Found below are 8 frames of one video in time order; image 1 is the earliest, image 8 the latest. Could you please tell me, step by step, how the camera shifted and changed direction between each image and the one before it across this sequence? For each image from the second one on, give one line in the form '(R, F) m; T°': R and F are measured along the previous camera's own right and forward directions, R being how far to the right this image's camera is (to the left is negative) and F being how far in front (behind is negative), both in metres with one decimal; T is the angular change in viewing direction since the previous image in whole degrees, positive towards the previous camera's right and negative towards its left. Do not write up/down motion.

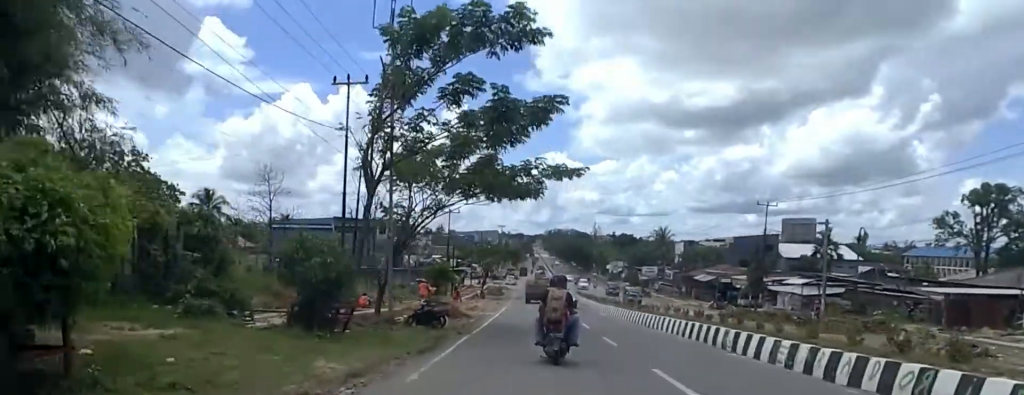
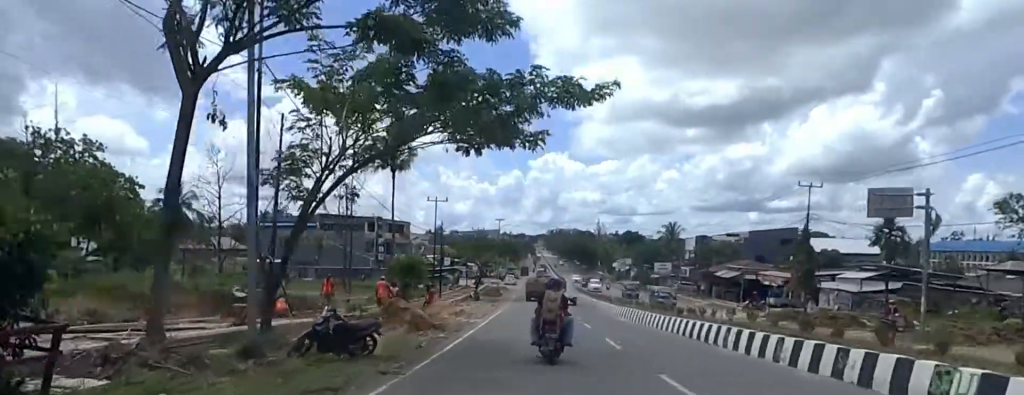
(-0.8, +8.9) m; -5°
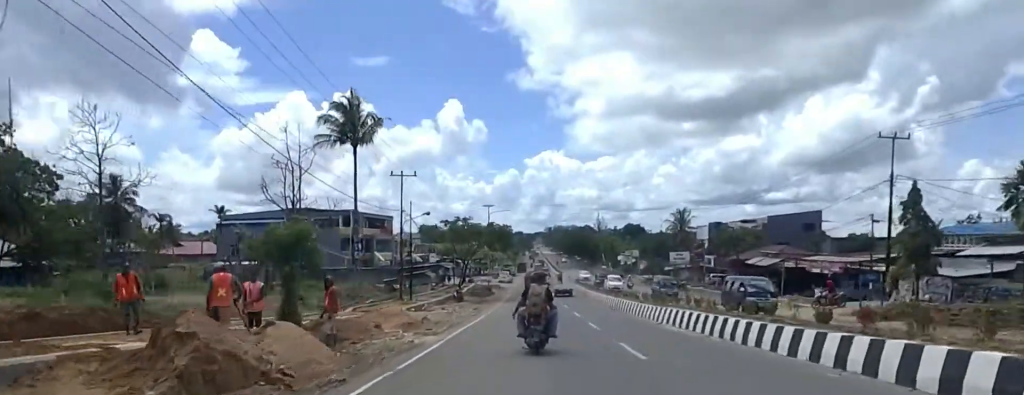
(0.0, +12.0) m; 0°
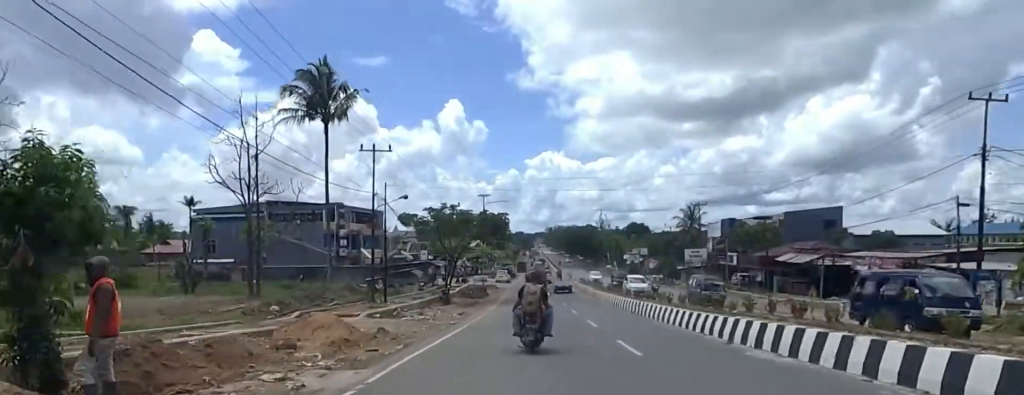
(0.0, +7.2) m; 0°
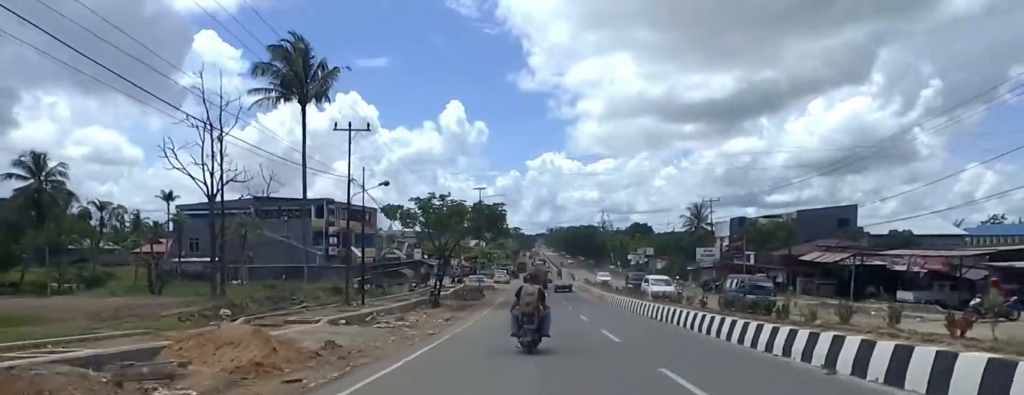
(0.0, +4.6) m; 0°
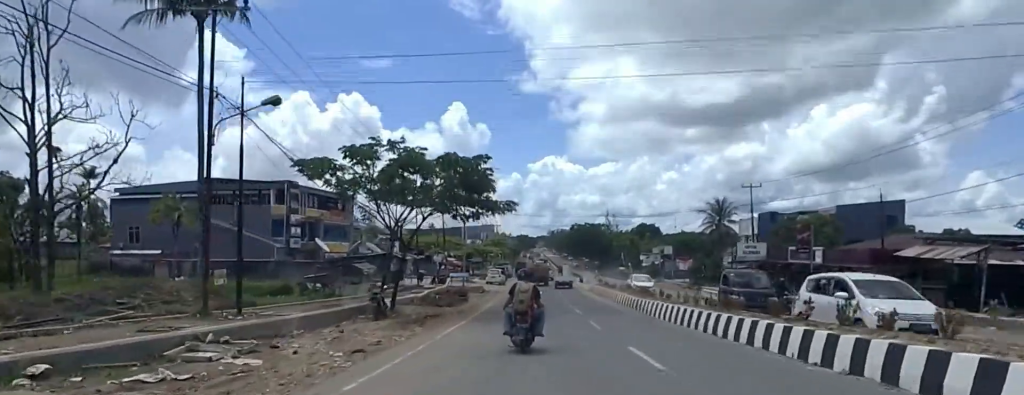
(0.0, +12.6) m; 0°
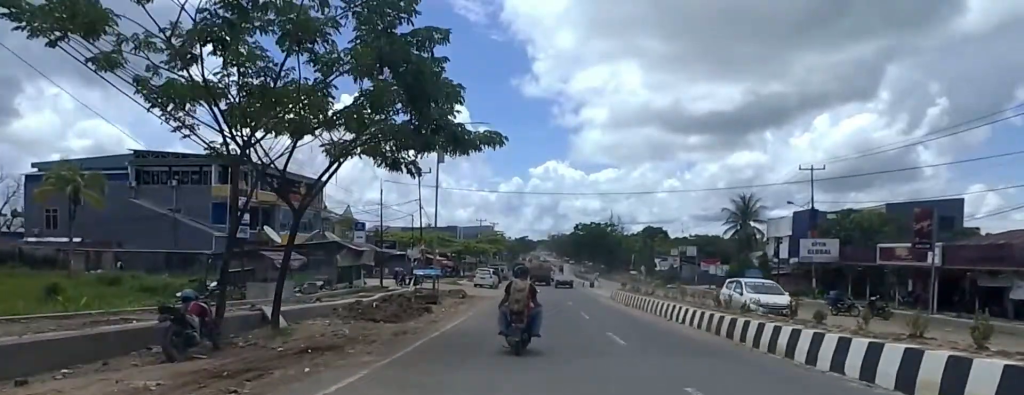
(0.0, +12.2) m; 0°
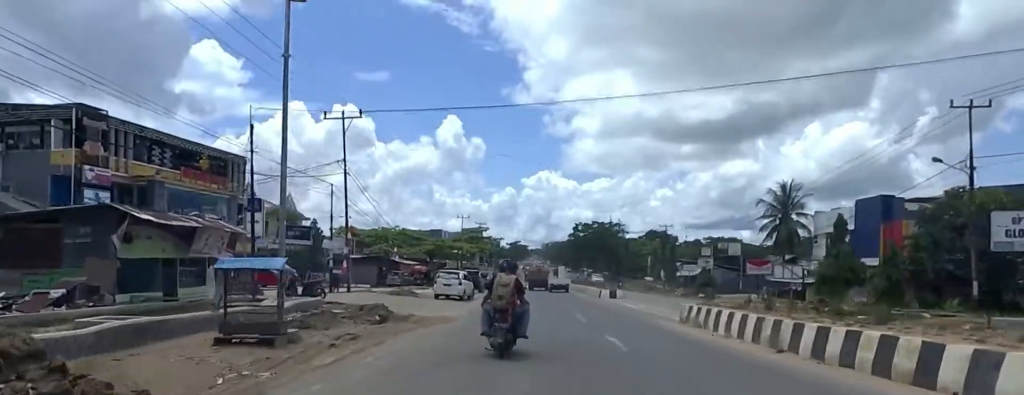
(0.0, +17.3) m; 0°
